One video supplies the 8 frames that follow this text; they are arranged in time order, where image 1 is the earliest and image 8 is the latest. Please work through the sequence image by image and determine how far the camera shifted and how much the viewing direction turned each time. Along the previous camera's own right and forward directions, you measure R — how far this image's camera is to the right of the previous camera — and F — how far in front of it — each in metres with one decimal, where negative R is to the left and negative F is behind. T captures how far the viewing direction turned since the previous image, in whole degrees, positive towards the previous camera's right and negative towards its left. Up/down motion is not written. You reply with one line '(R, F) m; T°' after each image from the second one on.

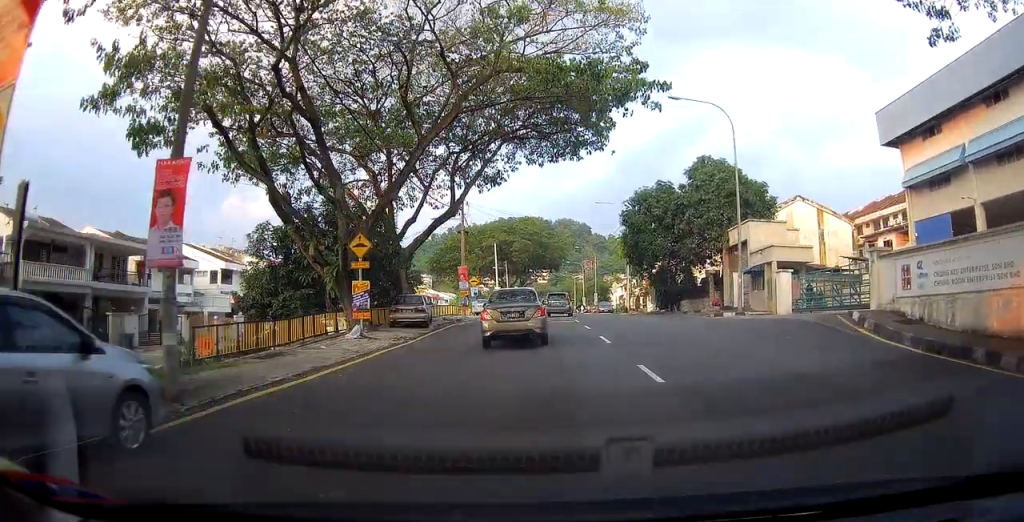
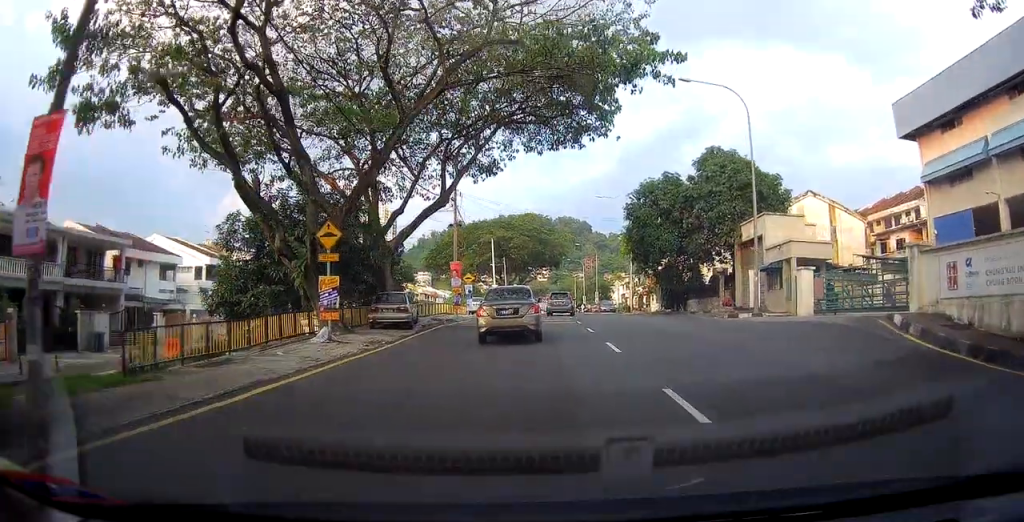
(+0.1, +2.5) m; +1°
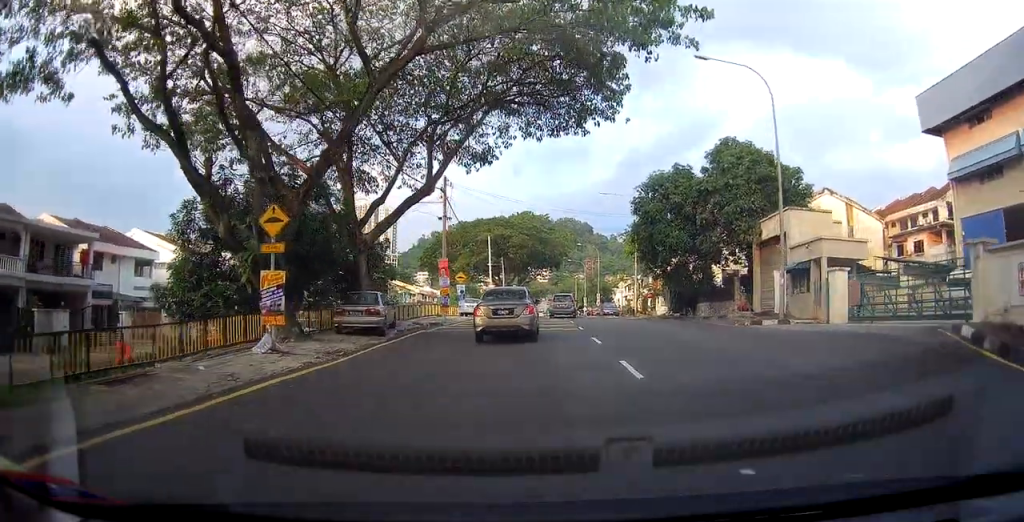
(+0.1, +3.1) m; 0°
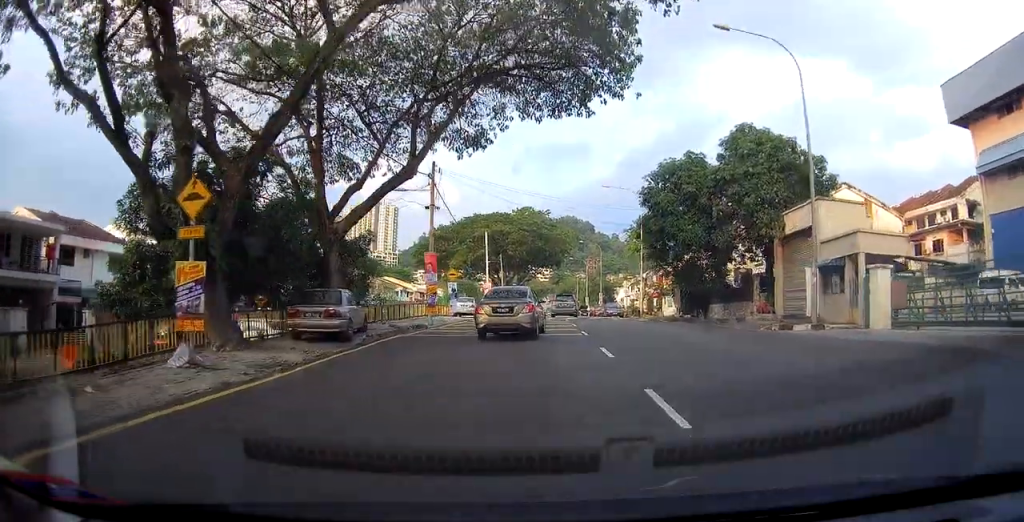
(-0.1, +3.1) m; 0°
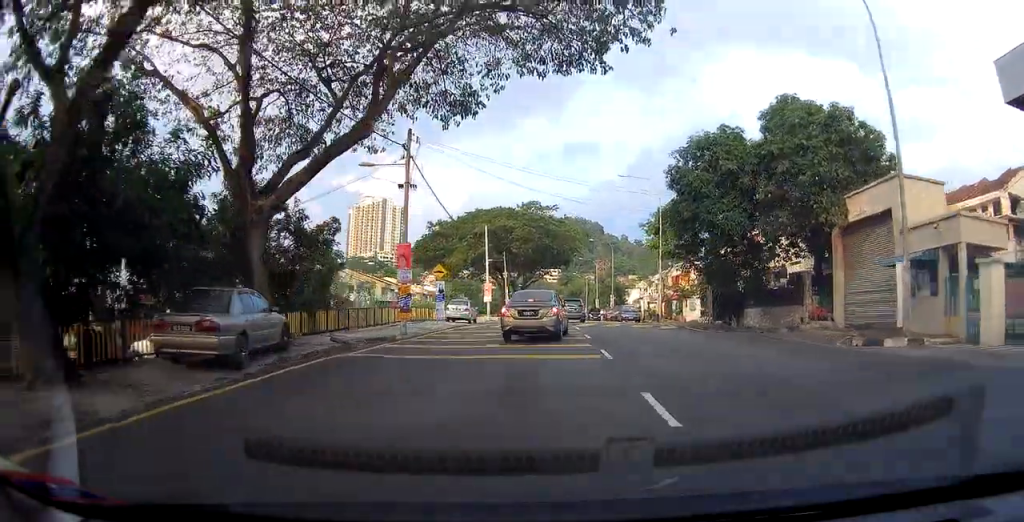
(-0.1, +5.6) m; -1°
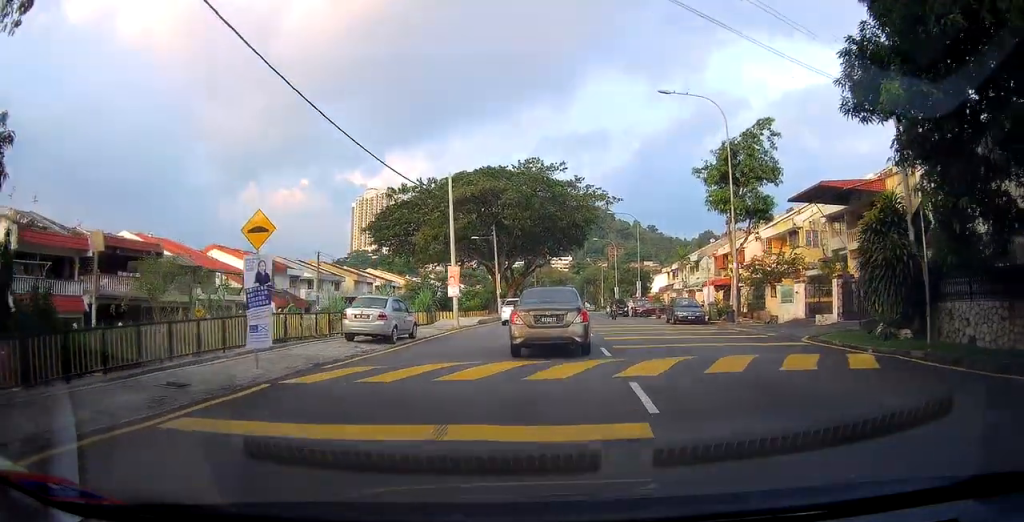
(-0.6, +19.6) m; +1°
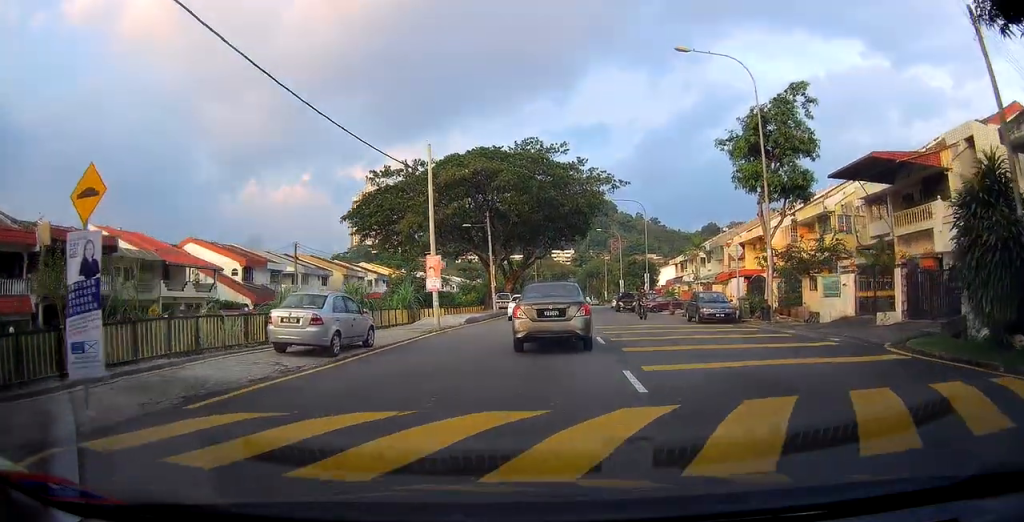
(+0.1, +5.9) m; 0°
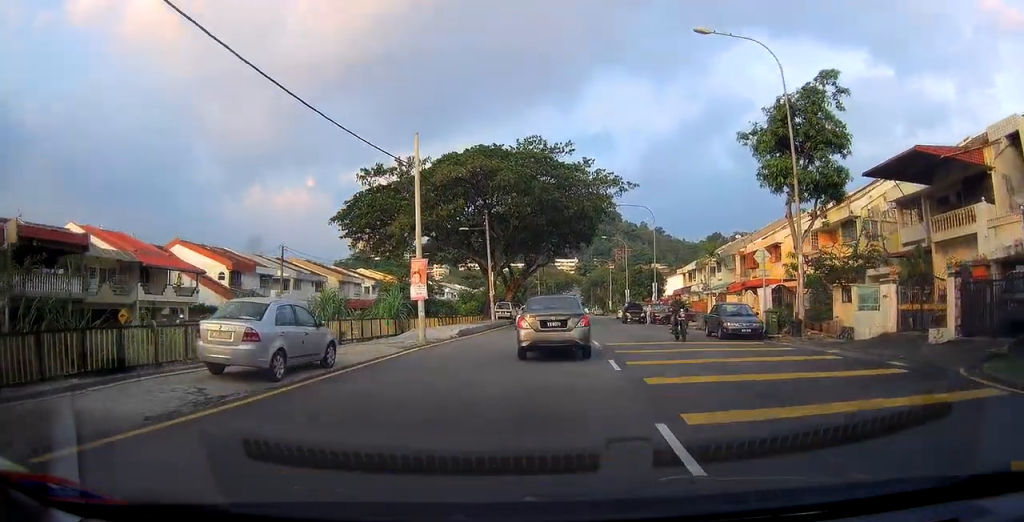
(-0.1, +3.5) m; +1°
